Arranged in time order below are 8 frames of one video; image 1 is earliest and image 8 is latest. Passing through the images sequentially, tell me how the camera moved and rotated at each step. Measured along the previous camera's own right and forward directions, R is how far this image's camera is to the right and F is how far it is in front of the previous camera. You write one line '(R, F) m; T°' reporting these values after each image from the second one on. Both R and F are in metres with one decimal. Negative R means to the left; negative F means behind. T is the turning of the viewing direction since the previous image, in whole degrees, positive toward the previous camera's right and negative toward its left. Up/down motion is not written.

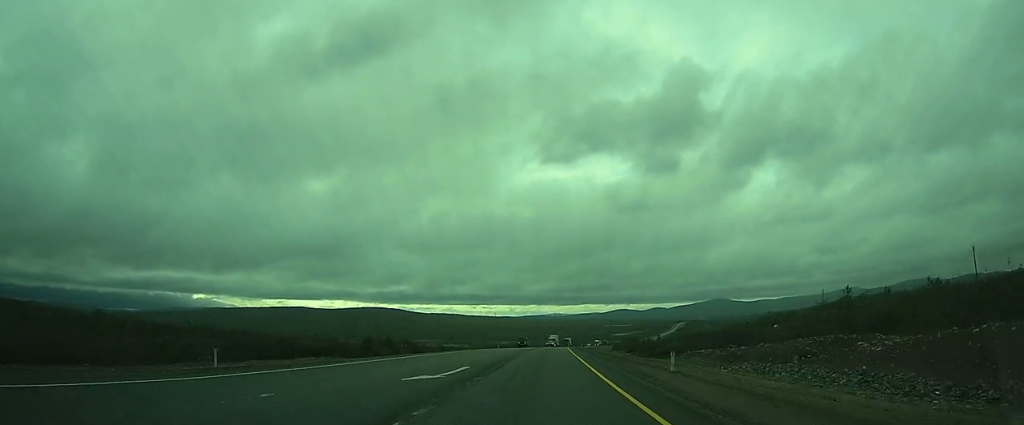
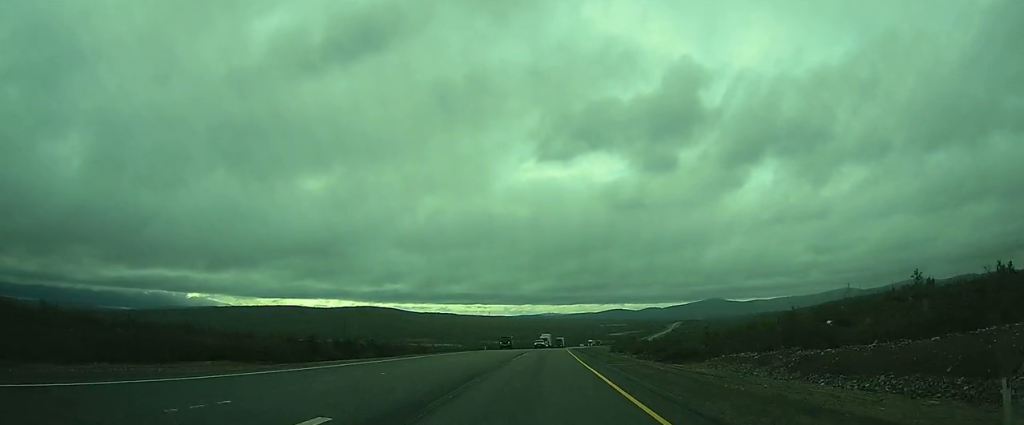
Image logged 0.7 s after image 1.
(+0.1, +15.2) m; +1°
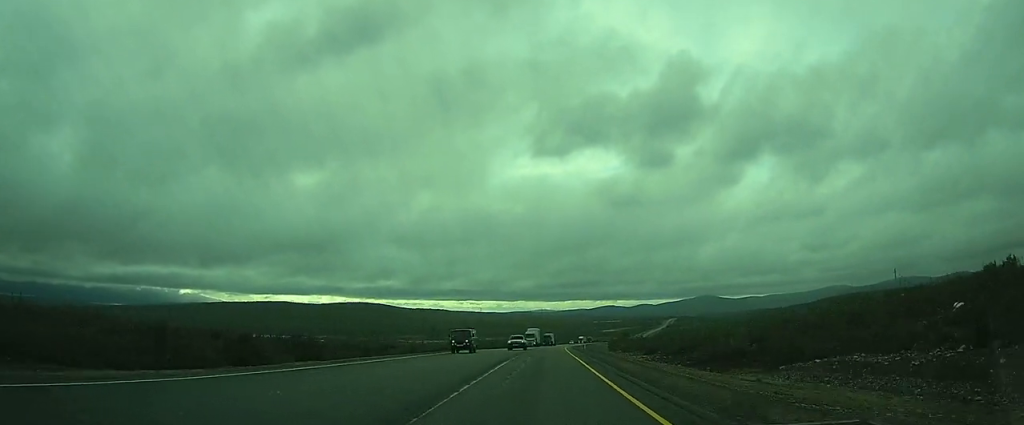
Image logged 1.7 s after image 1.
(+0.1, +20.6) m; +1°
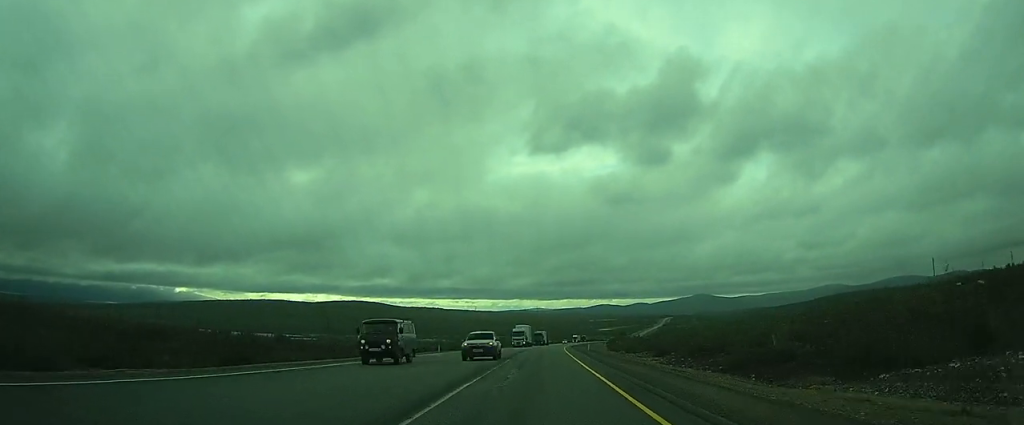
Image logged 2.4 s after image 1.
(+0.2, +13.0) m; 0°
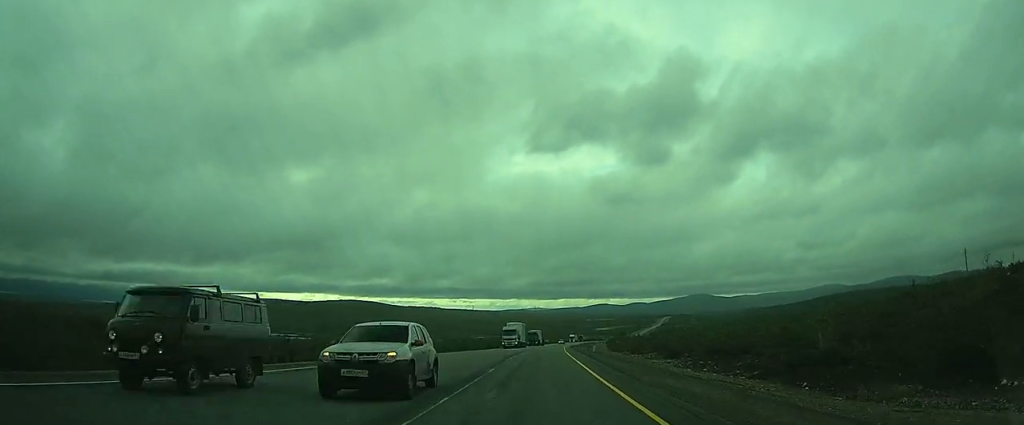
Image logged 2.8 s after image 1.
(0.0, +8.9) m; 0°
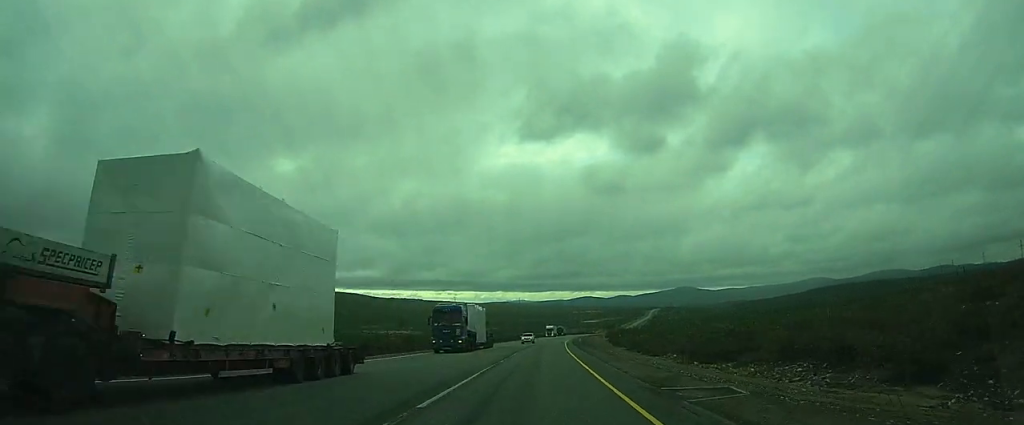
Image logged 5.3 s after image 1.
(0.0, +51.4) m; 0°
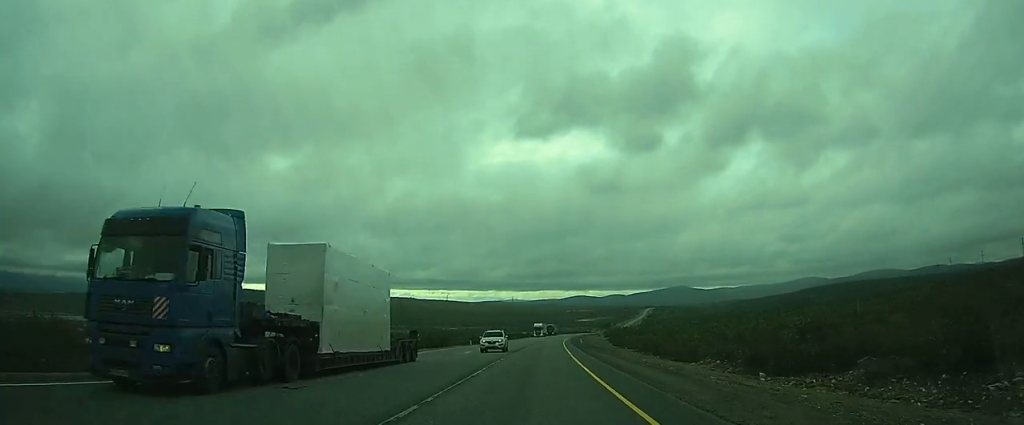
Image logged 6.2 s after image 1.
(+0.1, +18.0) m; 0°
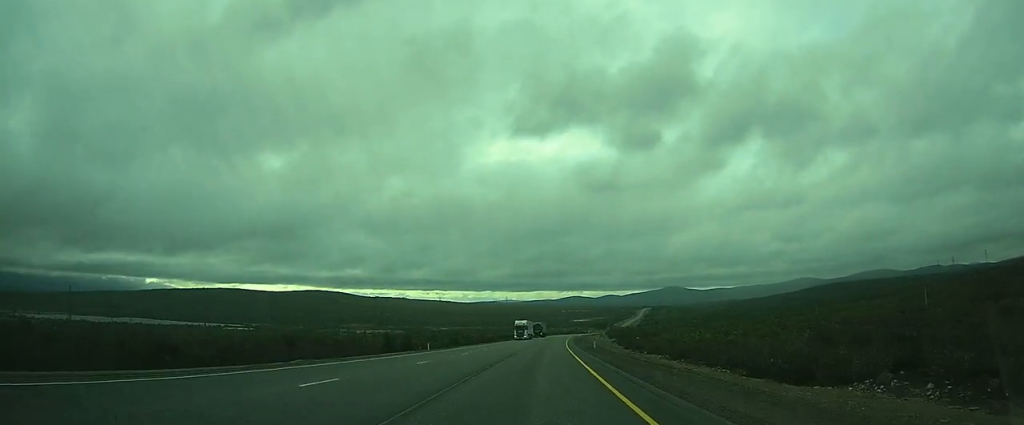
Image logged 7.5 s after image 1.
(0.0, +27.5) m; 0°
